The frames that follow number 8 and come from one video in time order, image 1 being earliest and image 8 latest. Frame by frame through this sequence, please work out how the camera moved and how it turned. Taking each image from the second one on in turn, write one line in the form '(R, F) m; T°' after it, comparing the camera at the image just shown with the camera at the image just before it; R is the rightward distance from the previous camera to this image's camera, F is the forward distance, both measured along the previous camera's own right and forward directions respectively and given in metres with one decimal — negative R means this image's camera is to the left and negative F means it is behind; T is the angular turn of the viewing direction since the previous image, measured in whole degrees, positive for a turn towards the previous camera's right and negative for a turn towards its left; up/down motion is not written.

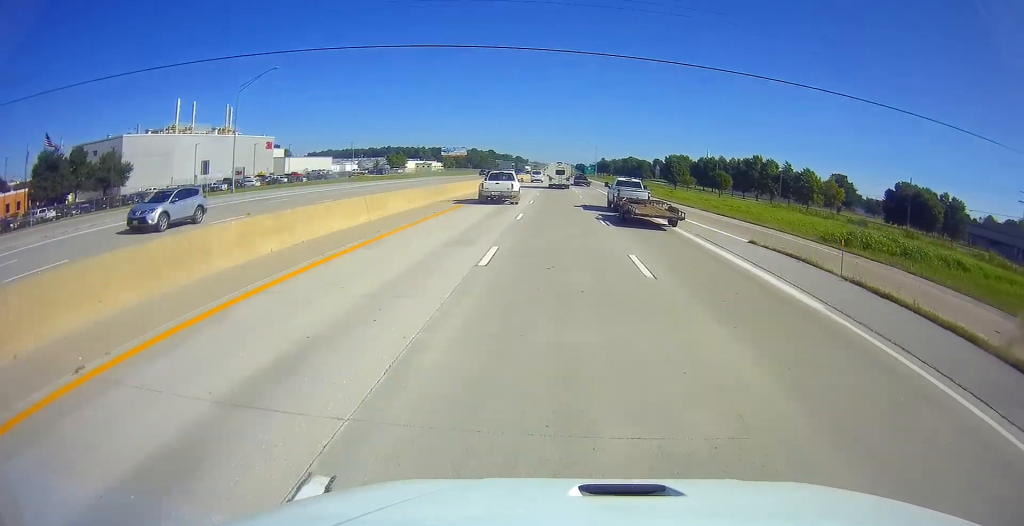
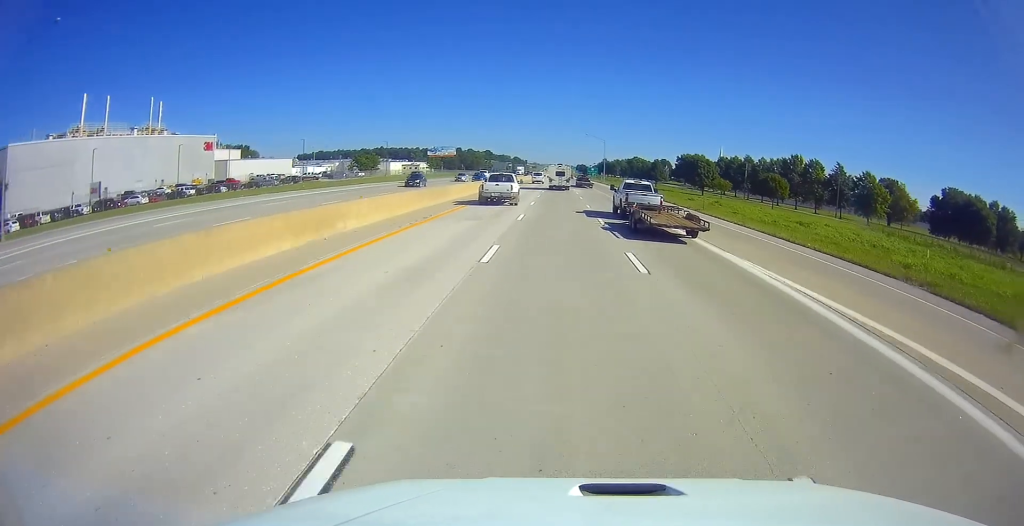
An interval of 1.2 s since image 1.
(+0.5, +36.3) m; +1°
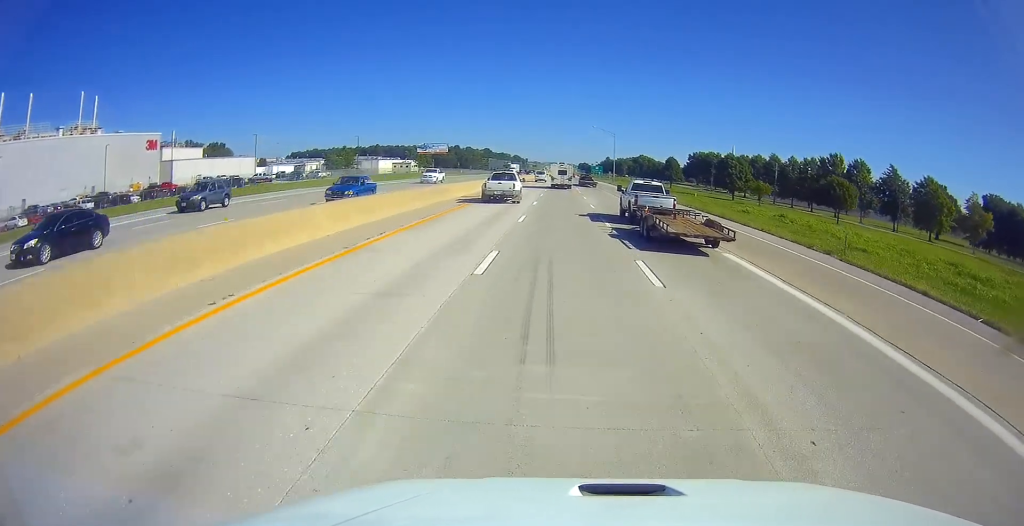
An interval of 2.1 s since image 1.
(0.0, +26.2) m; 0°
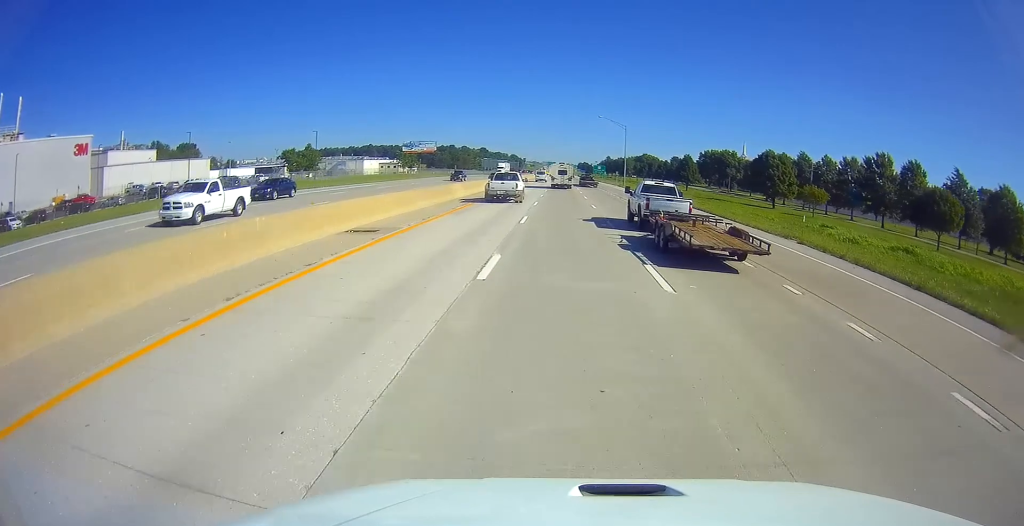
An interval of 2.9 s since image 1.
(0.0, +25.2) m; 0°
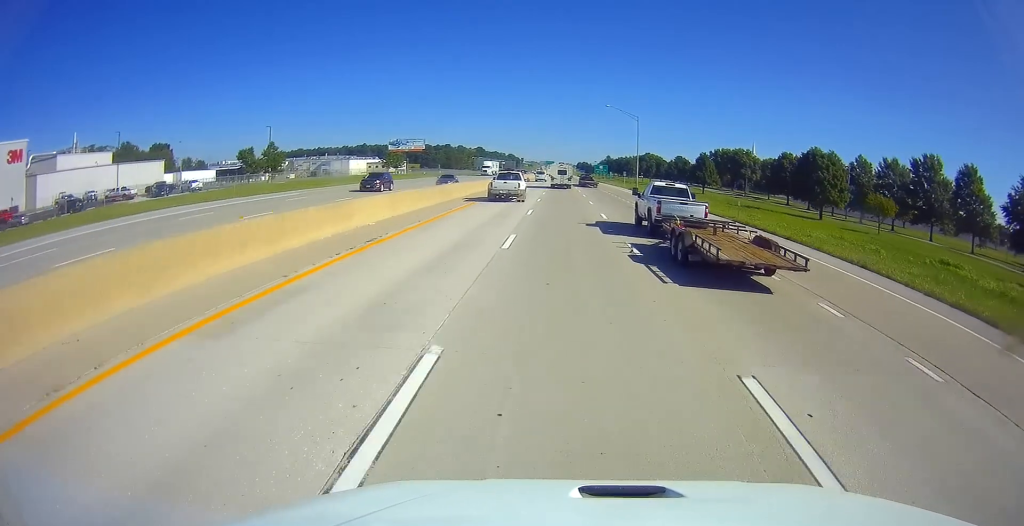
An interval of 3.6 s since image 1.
(0.0, +20.1) m; 0°
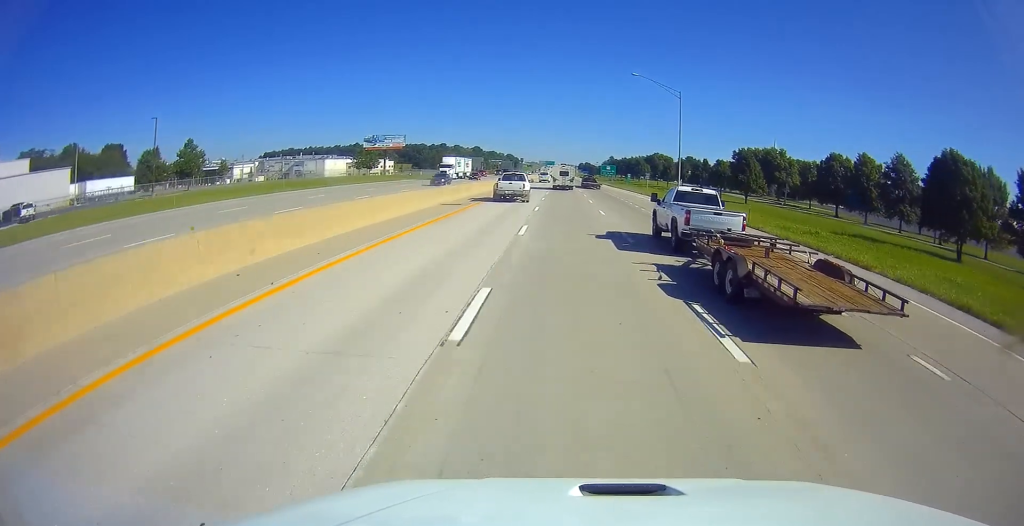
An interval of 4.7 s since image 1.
(-0.3, +33.2) m; -1°
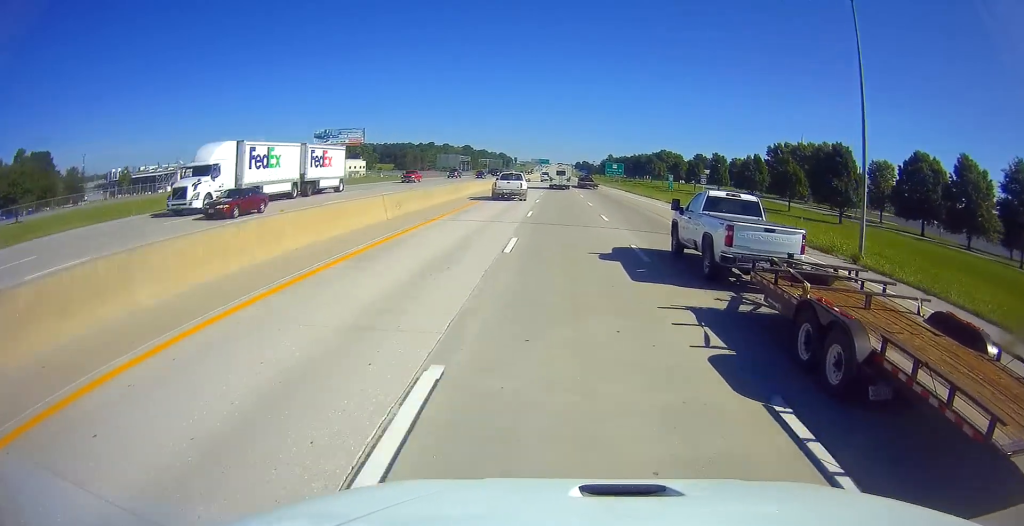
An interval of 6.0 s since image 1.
(+0.1, +41.2) m; +1°
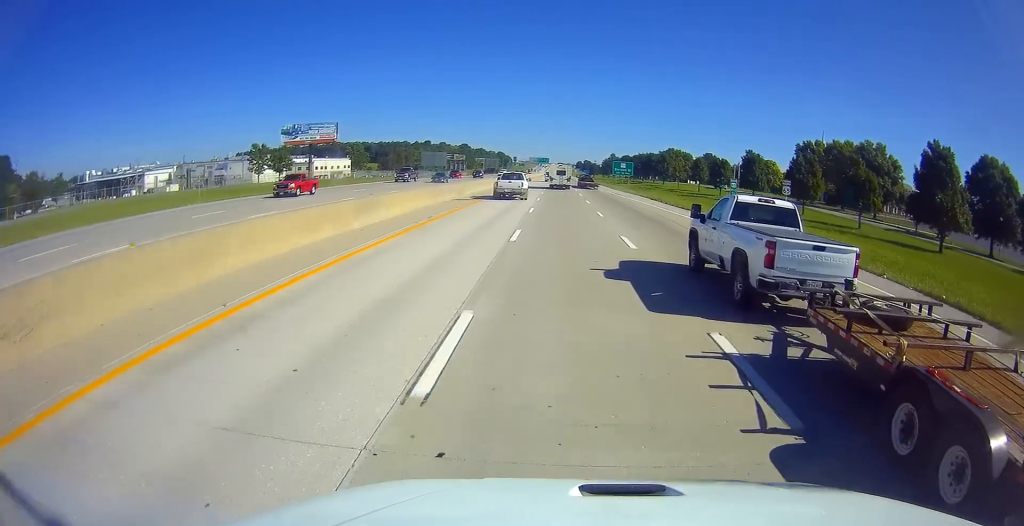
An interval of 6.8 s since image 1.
(+0.1, +22.1) m; 0°
